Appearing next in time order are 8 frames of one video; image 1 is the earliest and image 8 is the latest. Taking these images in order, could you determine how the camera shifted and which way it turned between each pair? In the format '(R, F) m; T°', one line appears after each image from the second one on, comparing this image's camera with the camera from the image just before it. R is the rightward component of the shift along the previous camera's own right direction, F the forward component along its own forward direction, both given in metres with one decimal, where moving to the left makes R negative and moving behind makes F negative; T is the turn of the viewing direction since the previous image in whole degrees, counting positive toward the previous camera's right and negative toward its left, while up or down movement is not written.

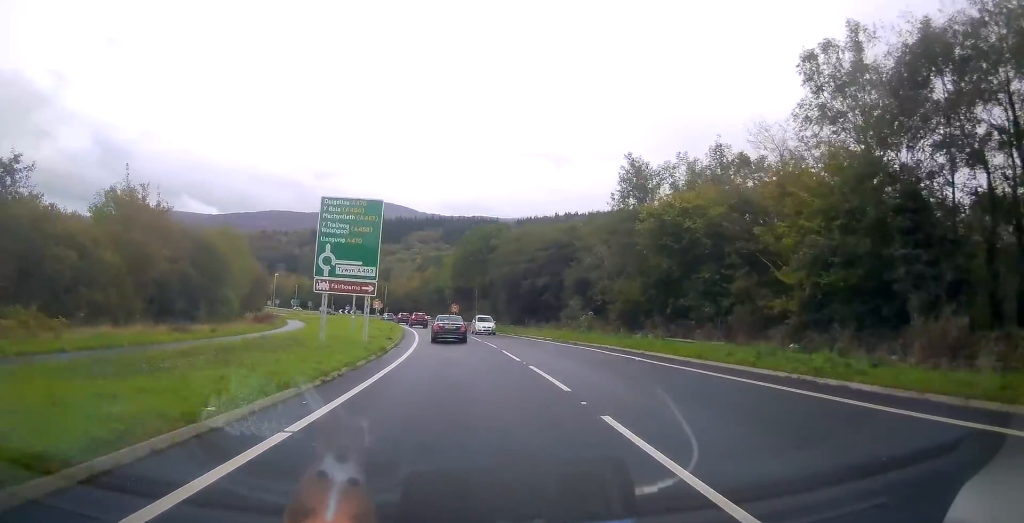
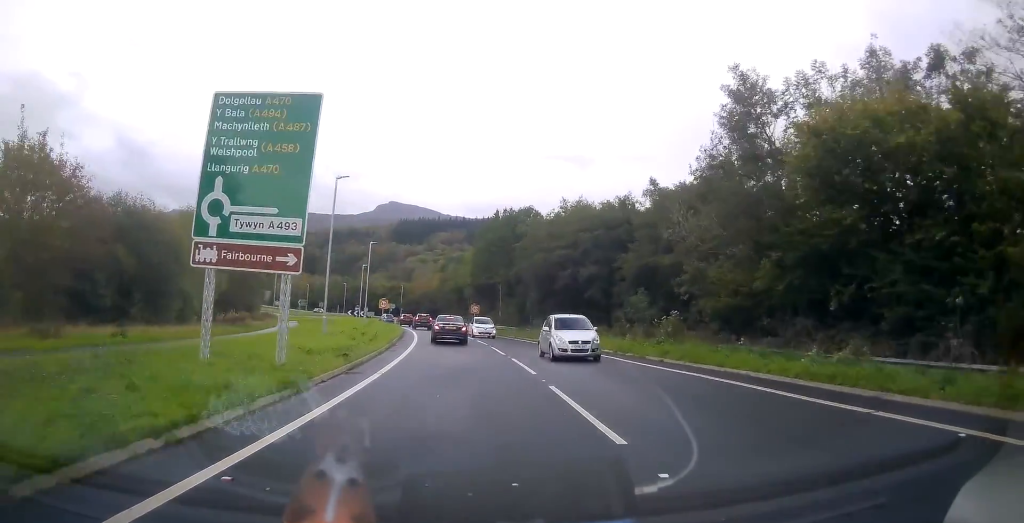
(-0.2, +13.5) m; -2°
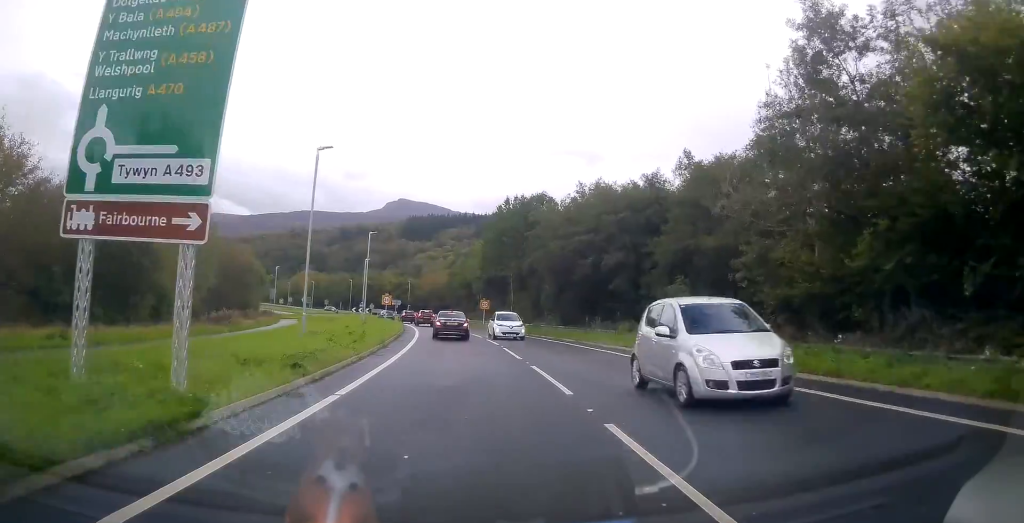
(-0.1, +5.3) m; -1°
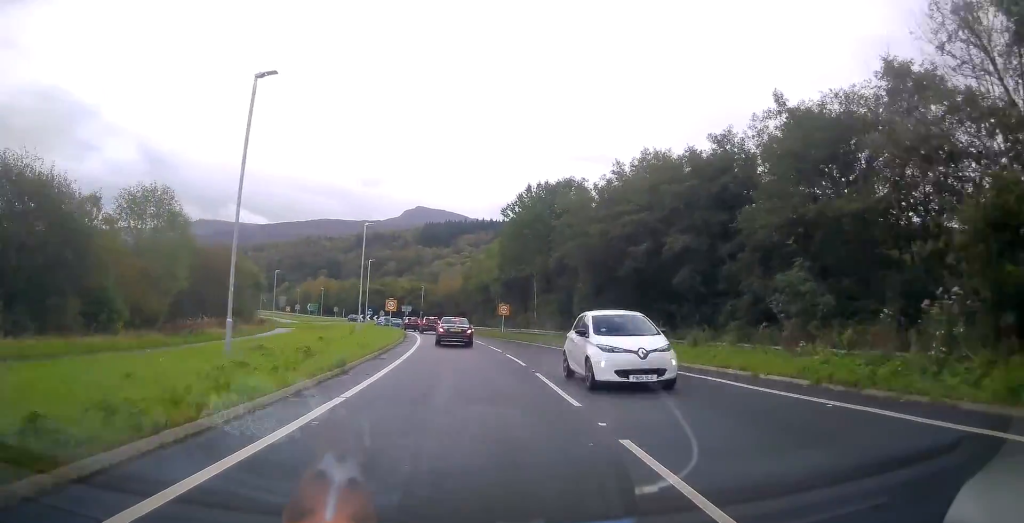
(-0.1, +9.8) m; -1°
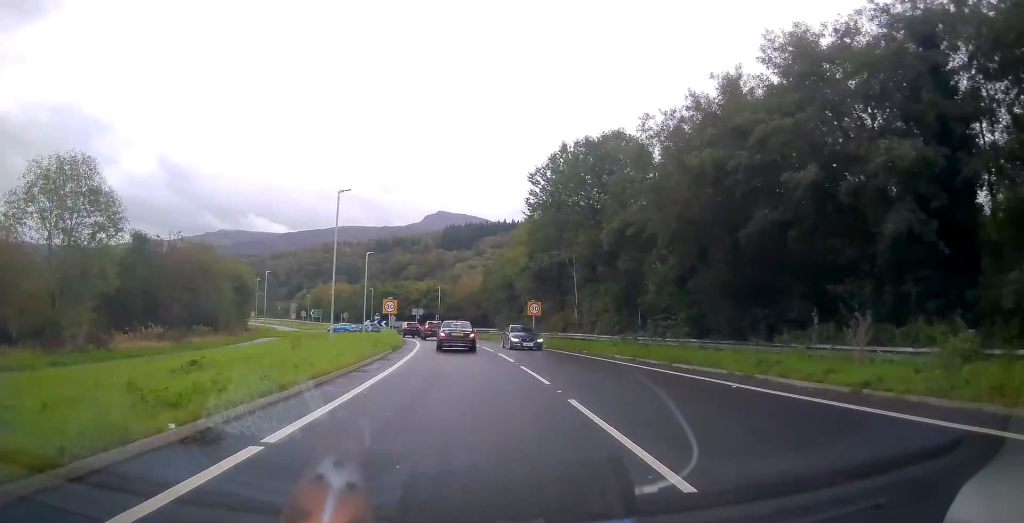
(-0.2, +14.5) m; -2°
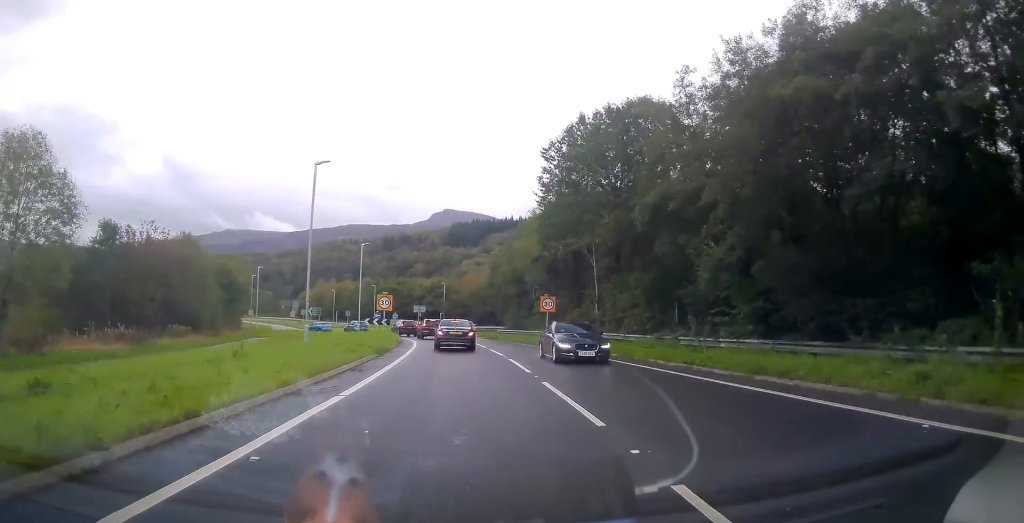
(0.0, +6.0) m; -1°
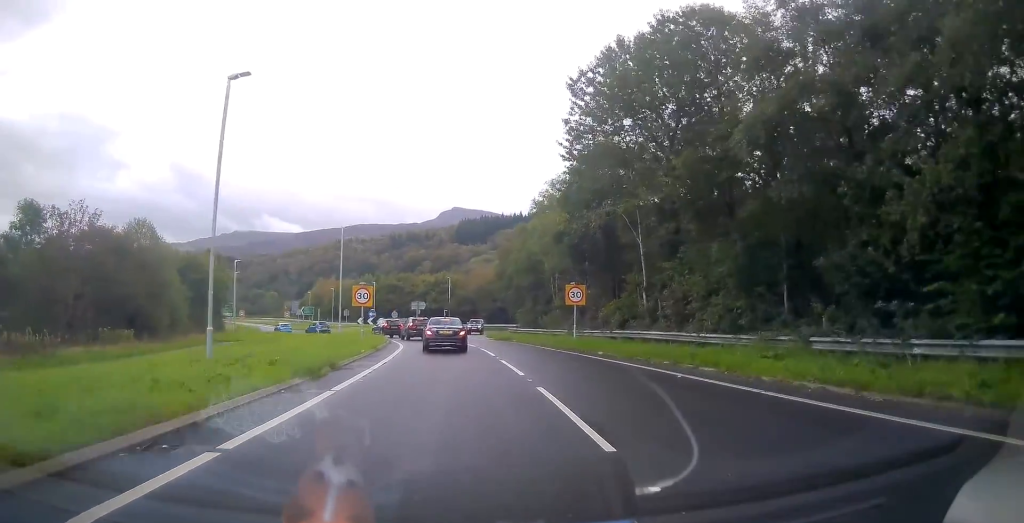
(-0.2, +10.7) m; -2°
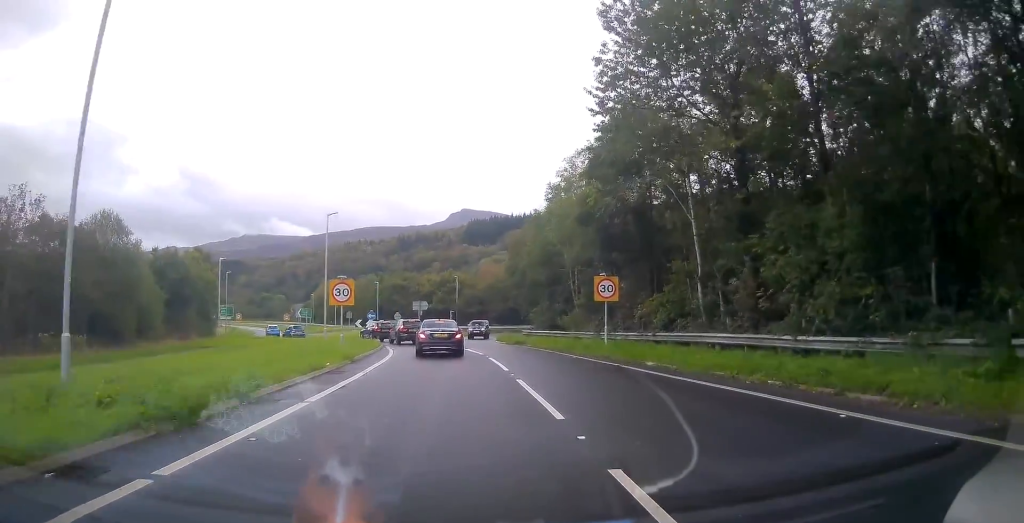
(0.0, +6.8) m; -1°
